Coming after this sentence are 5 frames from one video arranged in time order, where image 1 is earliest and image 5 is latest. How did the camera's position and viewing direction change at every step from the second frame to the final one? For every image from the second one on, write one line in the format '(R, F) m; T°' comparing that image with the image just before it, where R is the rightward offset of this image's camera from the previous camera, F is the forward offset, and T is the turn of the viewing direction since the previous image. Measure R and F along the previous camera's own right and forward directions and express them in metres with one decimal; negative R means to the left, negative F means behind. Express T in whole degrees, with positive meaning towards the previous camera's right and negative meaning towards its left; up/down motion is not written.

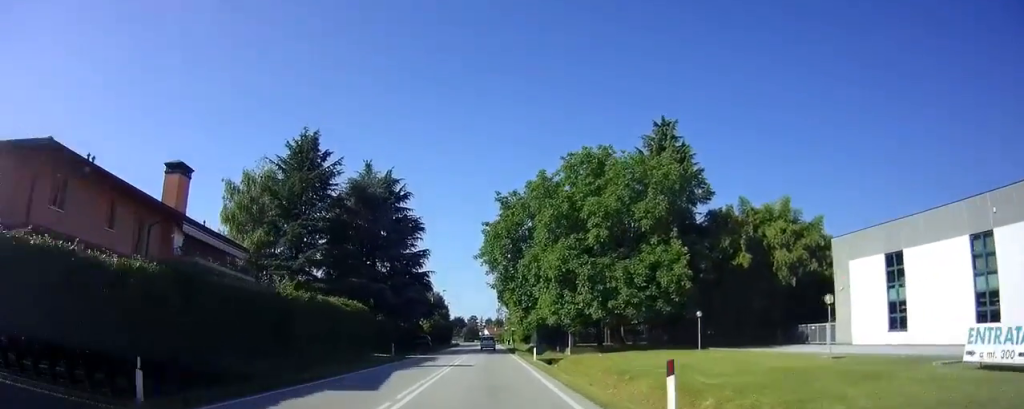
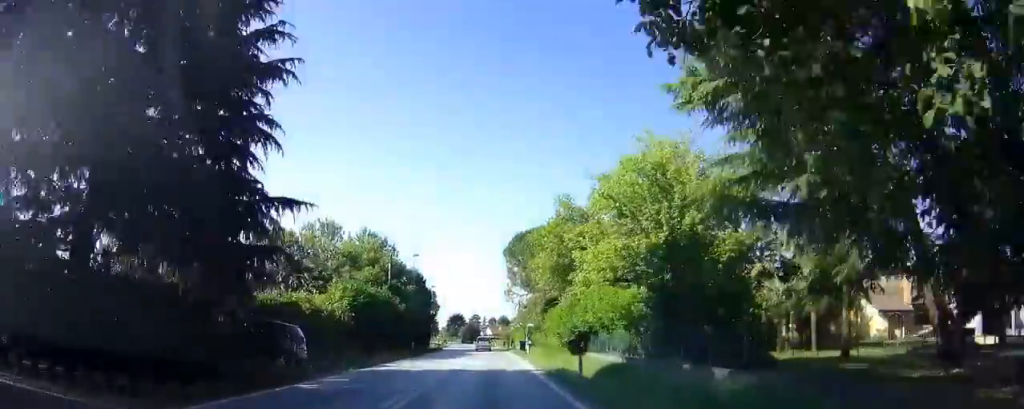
(0.0, +41.3) m; -1°
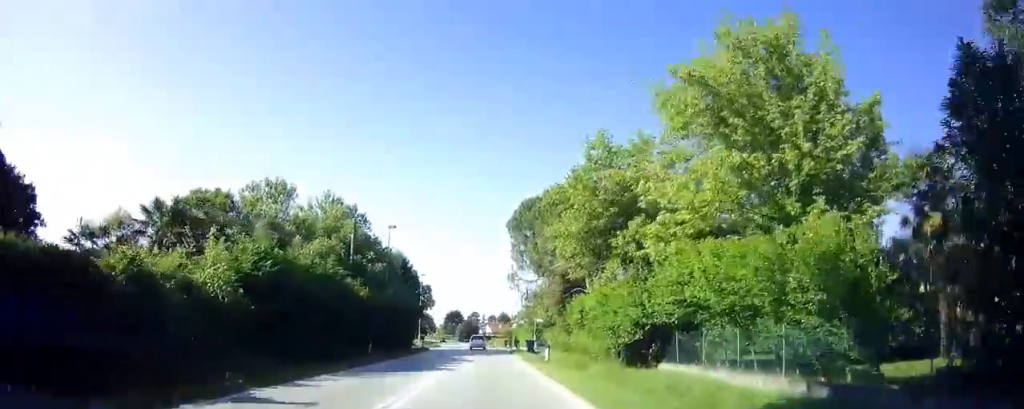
(-0.2, +13.7) m; -1°
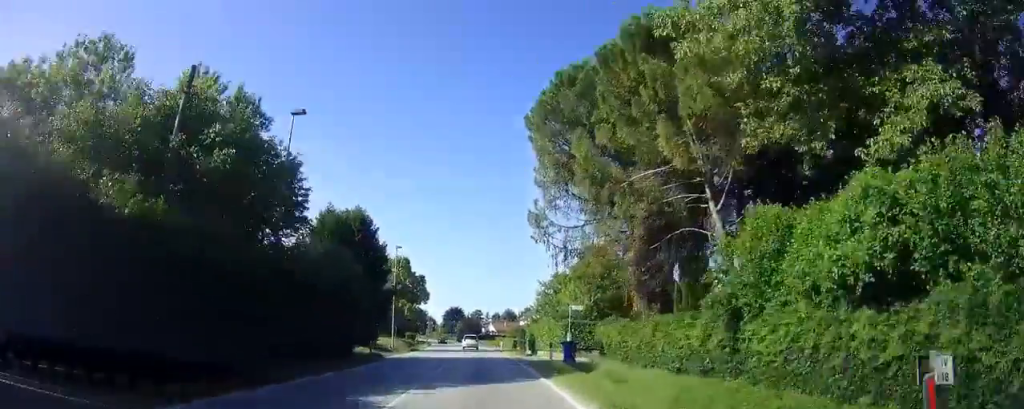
(0.0, +23.3) m; 0°
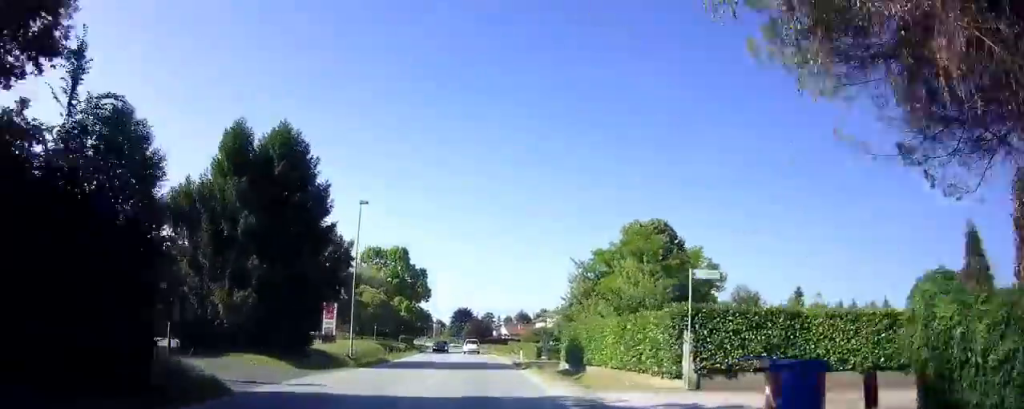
(-0.2, +19.2) m; -1°
